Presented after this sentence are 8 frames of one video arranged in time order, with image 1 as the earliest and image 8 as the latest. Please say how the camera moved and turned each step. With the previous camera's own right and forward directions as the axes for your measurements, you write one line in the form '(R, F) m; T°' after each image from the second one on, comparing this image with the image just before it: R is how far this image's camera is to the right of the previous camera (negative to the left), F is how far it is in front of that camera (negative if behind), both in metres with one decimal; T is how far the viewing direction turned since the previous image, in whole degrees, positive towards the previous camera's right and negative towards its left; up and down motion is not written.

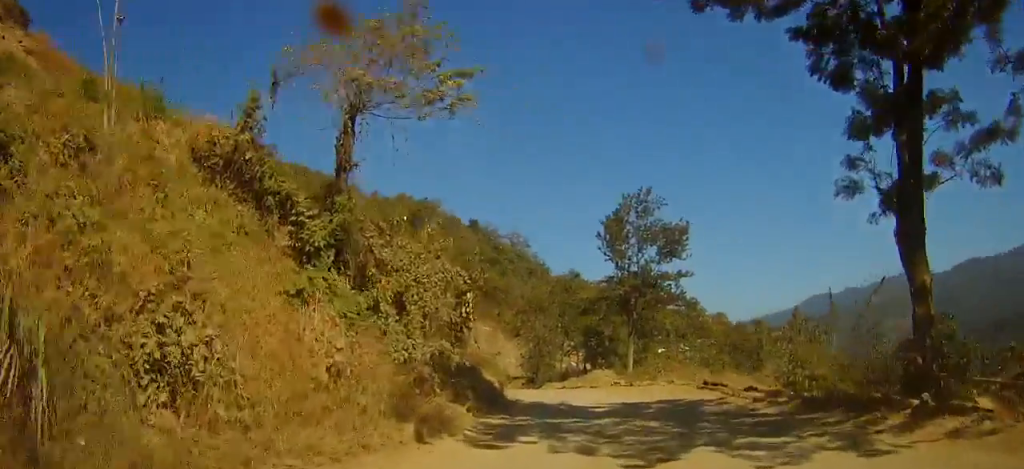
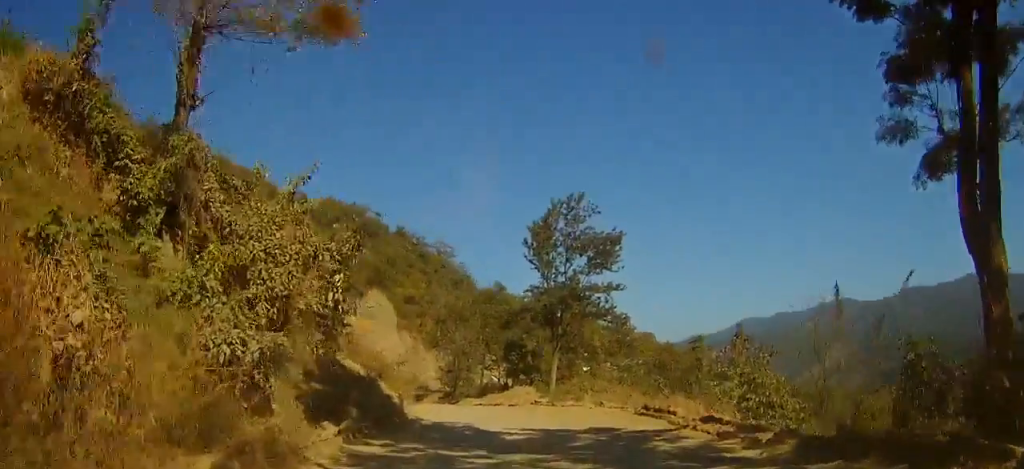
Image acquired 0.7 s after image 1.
(+0.5, +4.4) m; +6°
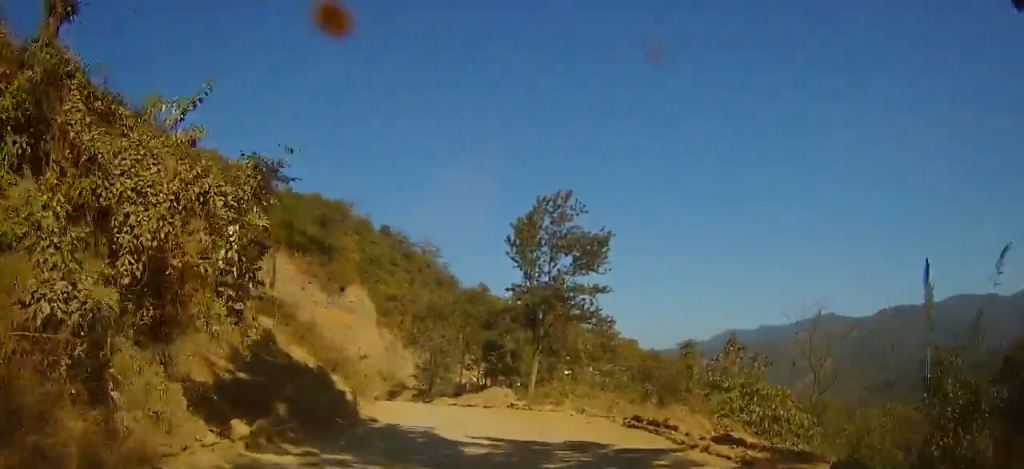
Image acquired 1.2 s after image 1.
(0.0, +3.5) m; 0°
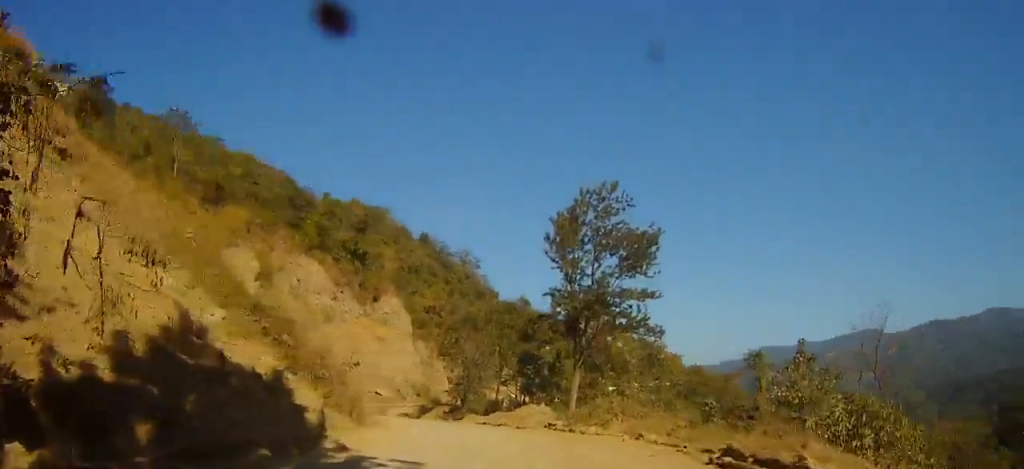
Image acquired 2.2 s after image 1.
(0.0, +6.6) m; -1°
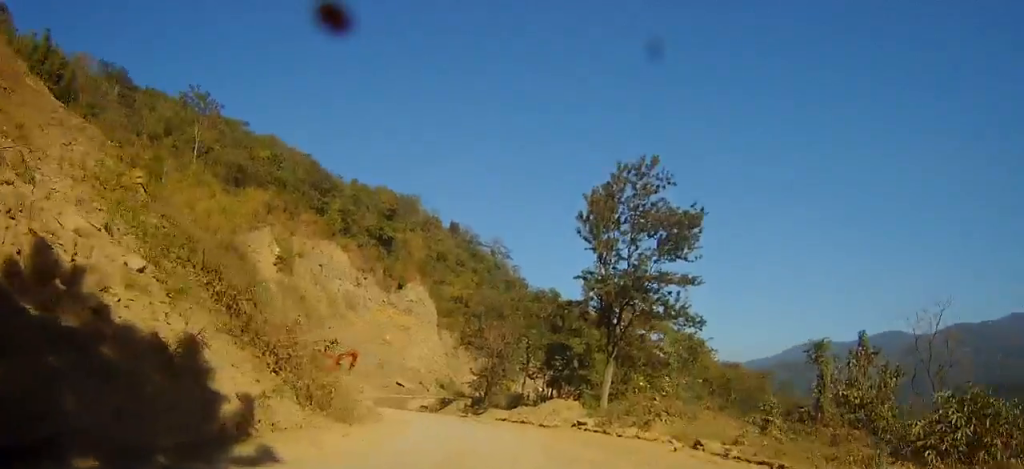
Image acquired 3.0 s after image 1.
(-0.1, +5.2) m; -2°
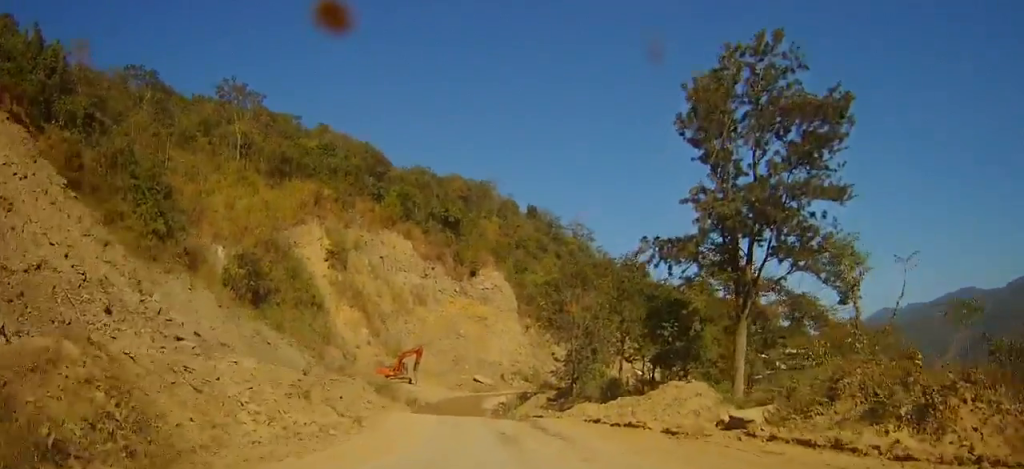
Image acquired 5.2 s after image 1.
(-1.1, +15.8) m; -6°
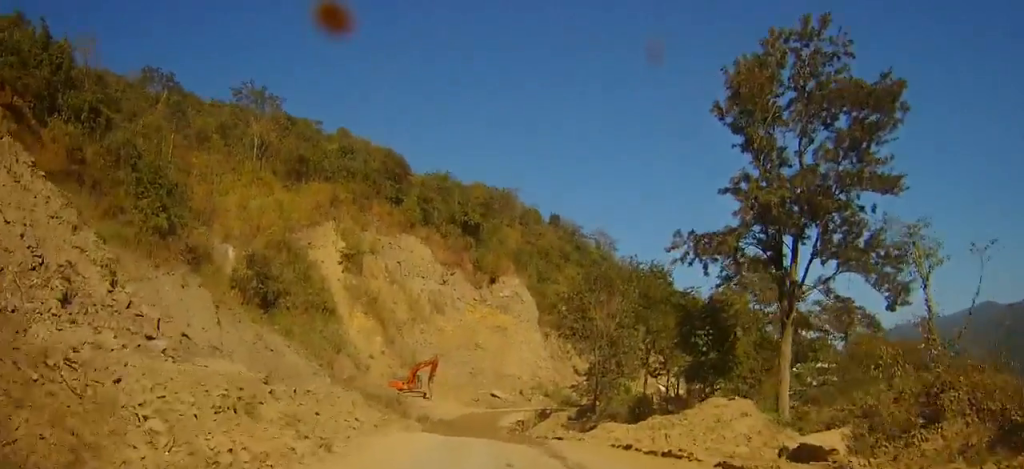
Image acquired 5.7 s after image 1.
(0.0, +4.0) m; -1°
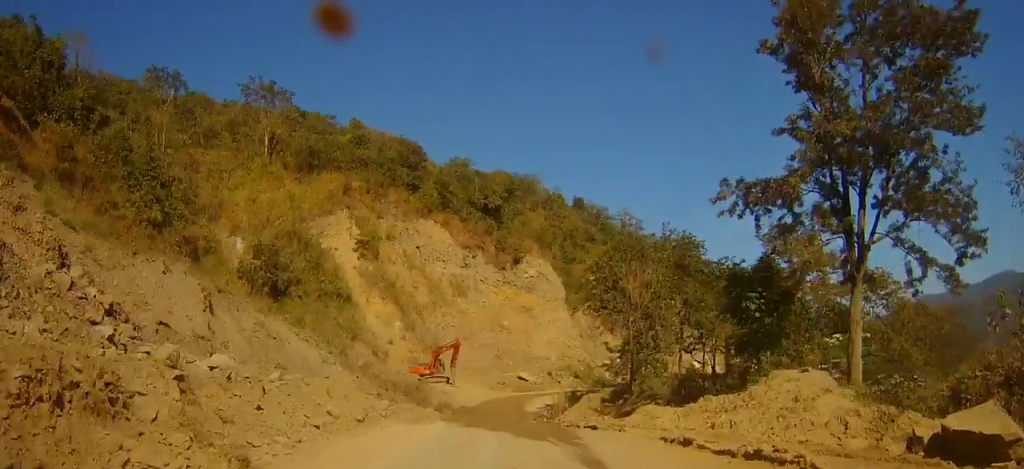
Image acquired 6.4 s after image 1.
(0.0, +5.4) m; -3°
